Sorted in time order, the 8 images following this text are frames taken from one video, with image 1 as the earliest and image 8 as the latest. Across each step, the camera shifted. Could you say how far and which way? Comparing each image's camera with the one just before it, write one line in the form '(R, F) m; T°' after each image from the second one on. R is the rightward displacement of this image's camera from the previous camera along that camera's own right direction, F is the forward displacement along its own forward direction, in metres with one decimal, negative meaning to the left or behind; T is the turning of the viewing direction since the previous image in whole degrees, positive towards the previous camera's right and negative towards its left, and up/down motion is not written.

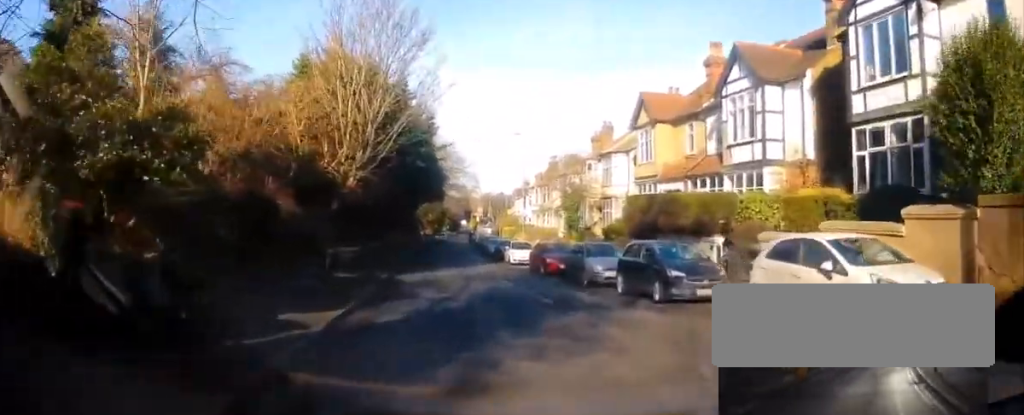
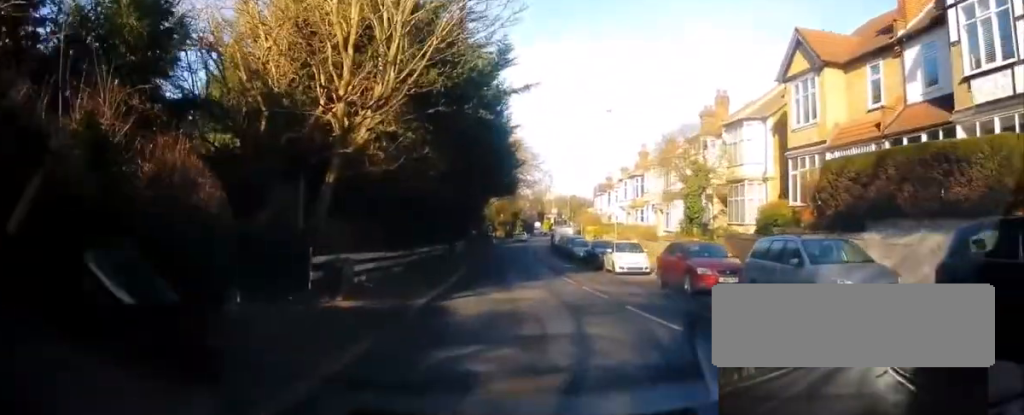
(-0.8, +9.0) m; -12°
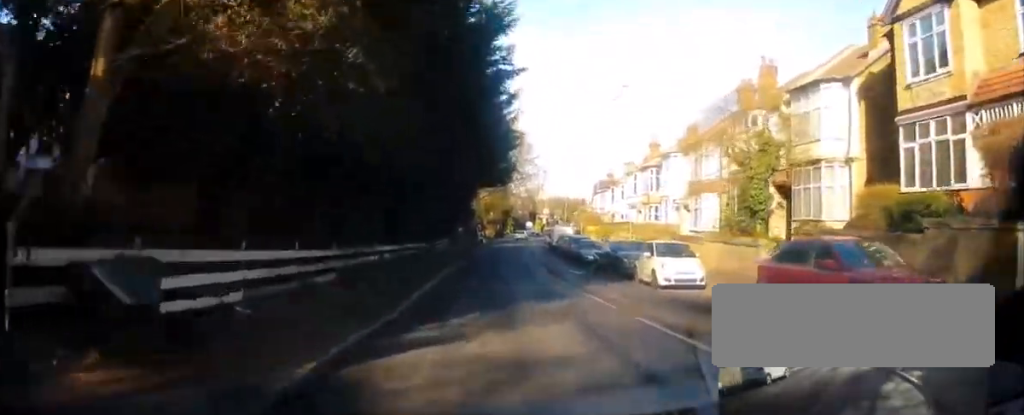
(-0.7, +7.5) m; -8°
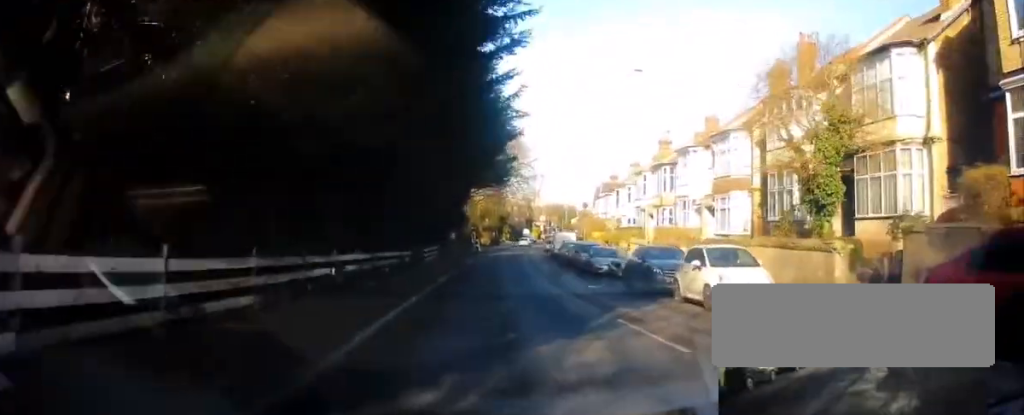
(-0.2, +4.8) m; -2°
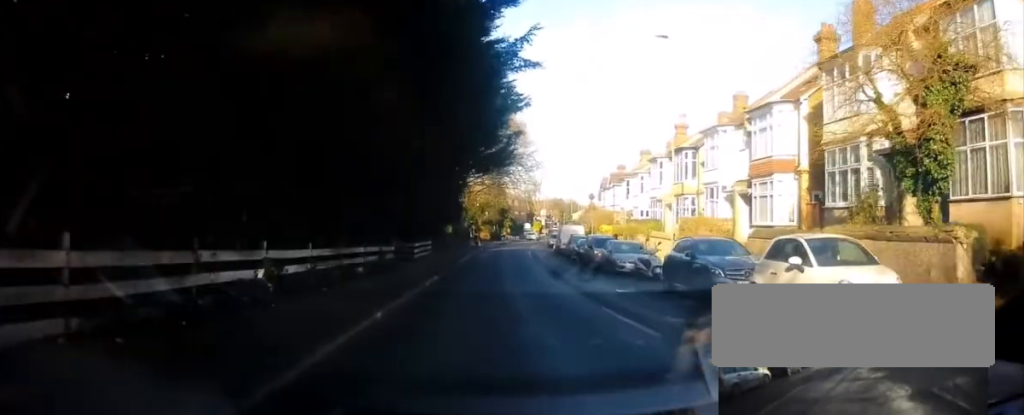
(-0.1, +4.6) m; +1°
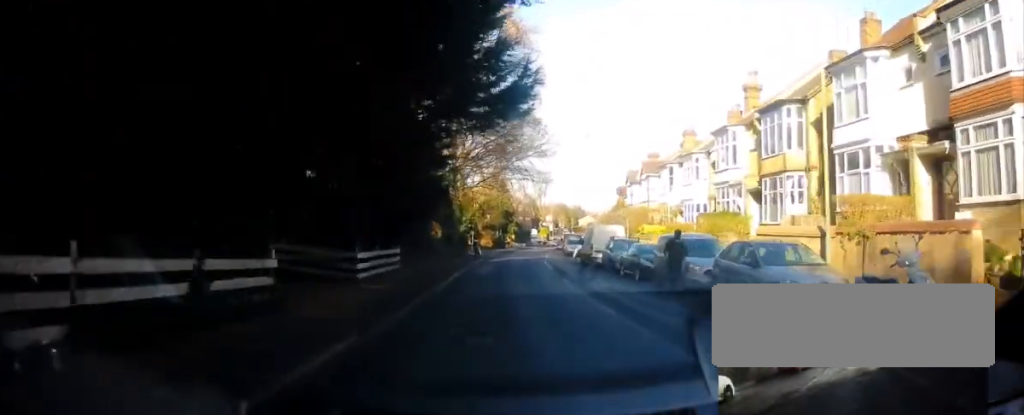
(+0.9, +13.1) m; +7°
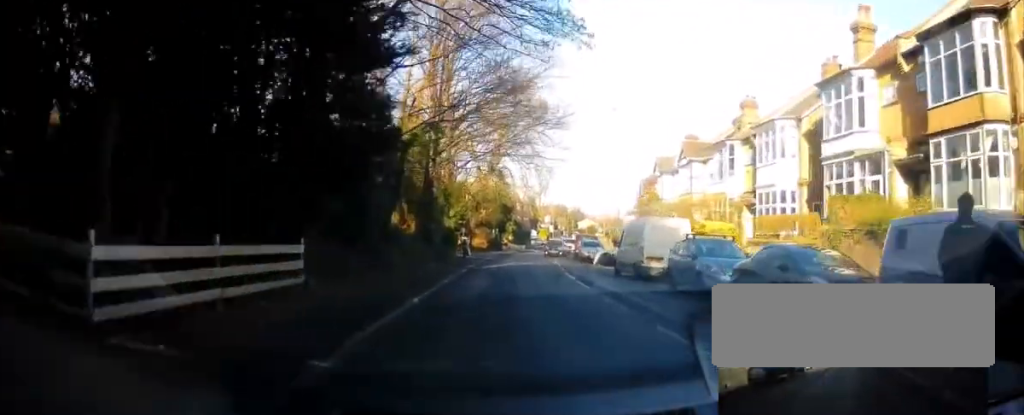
(0.0, +11.1) m; 0°
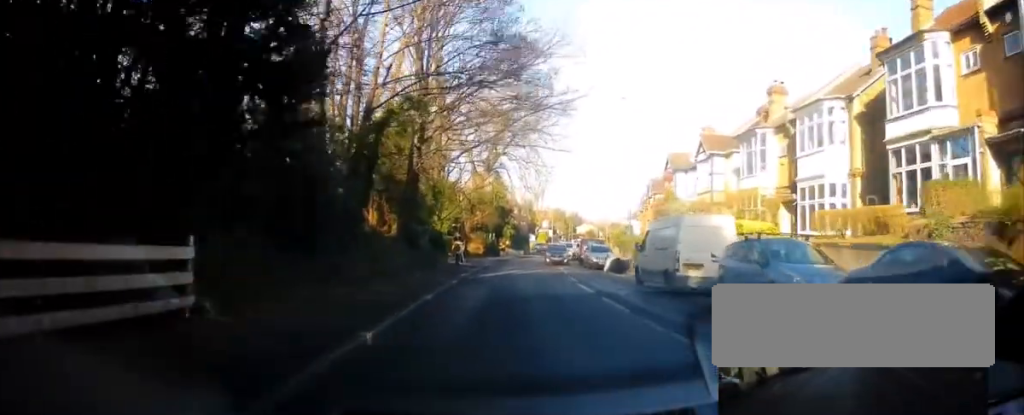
(0.0, +4.1) m; +3°
